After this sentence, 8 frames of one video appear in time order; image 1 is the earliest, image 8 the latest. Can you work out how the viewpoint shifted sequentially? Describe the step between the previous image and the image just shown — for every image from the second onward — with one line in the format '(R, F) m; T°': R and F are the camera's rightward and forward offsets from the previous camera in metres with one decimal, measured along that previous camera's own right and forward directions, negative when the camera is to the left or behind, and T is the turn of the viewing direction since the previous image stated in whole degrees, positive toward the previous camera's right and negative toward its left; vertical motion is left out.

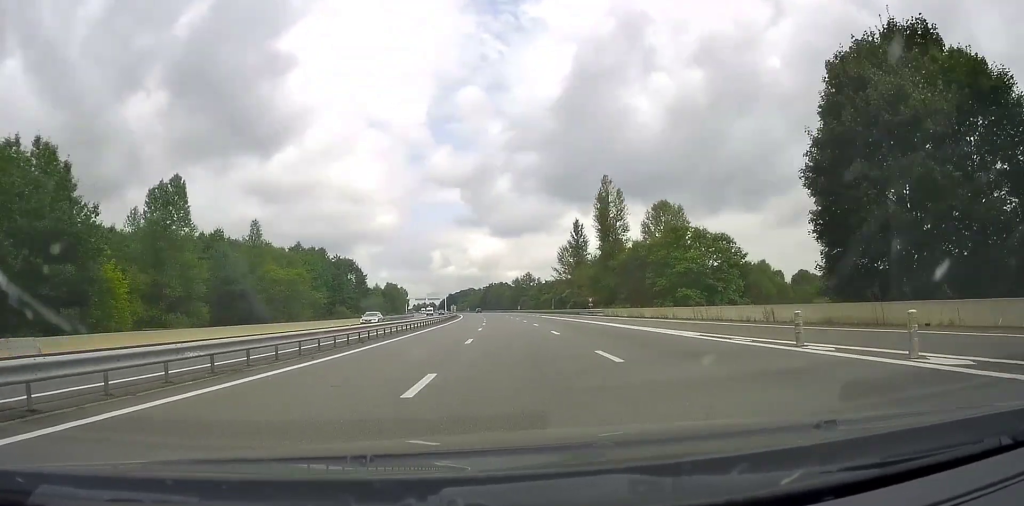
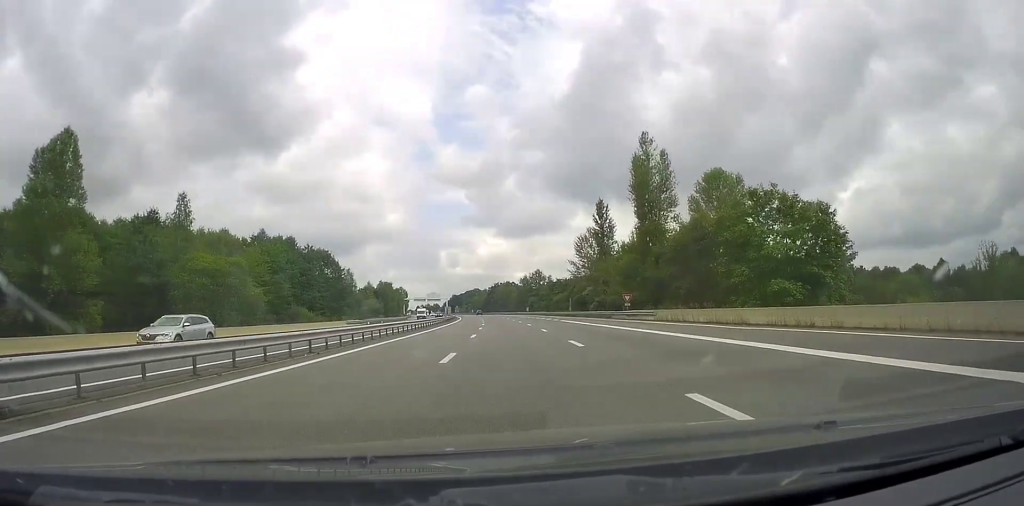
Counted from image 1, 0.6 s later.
(-0.1, +20.6) m; -1°
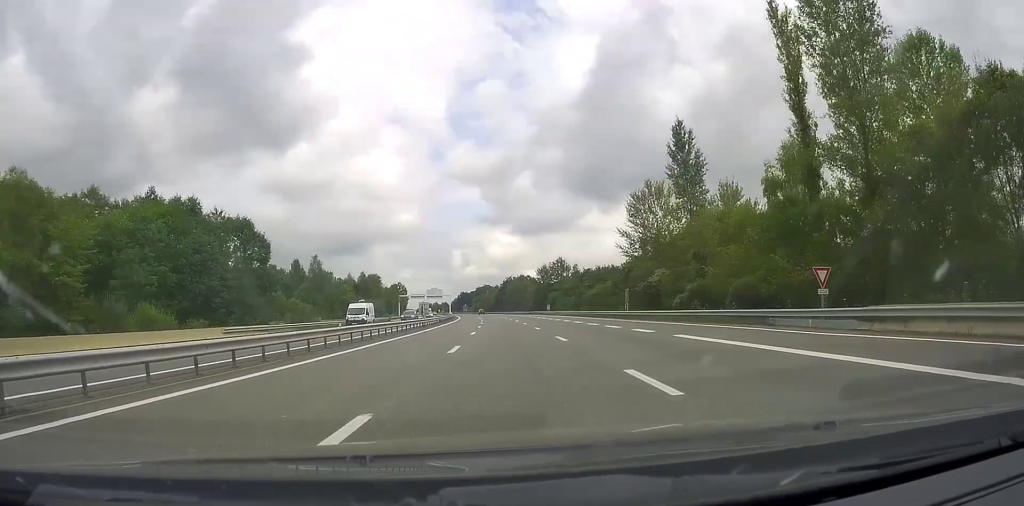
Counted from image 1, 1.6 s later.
(-0.7, +35.6) m; -1°
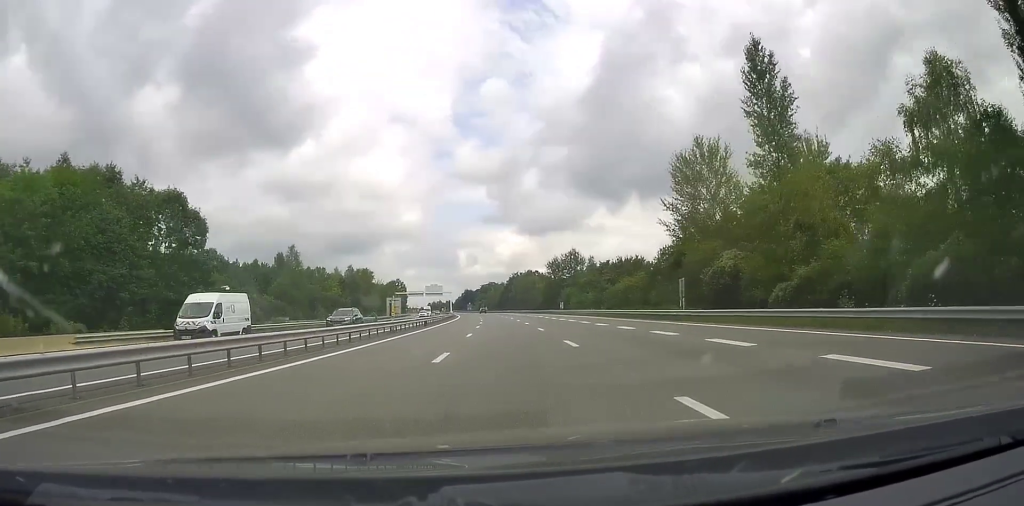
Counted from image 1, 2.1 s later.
(0.0, +16.2) m; -1°
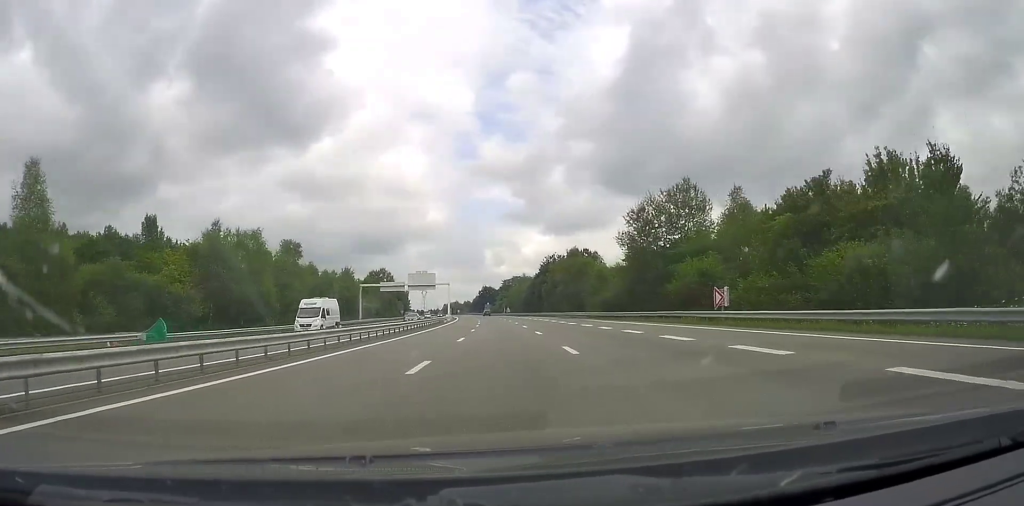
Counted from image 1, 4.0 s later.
(-1.4, +67.0) m; -3°
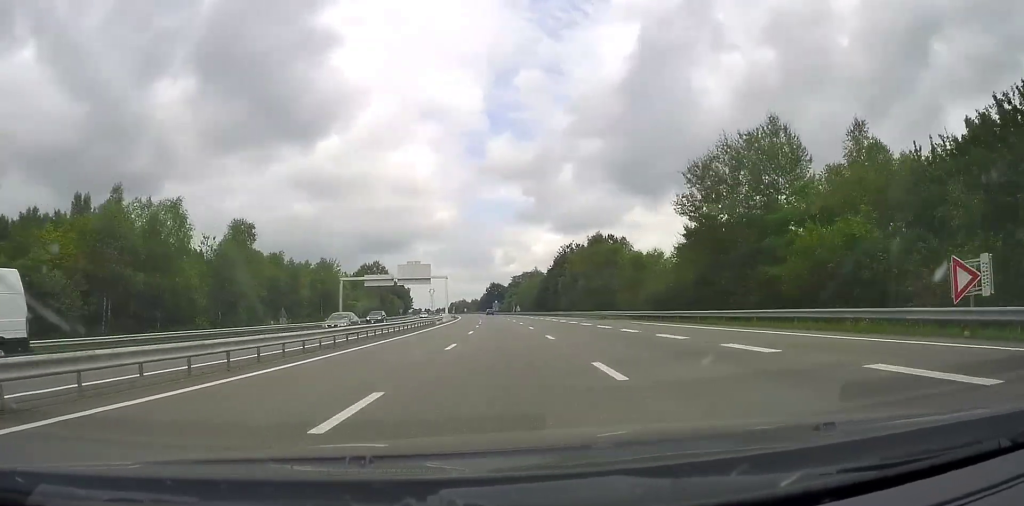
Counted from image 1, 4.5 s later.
(+0.2, +18.8) m; -1°
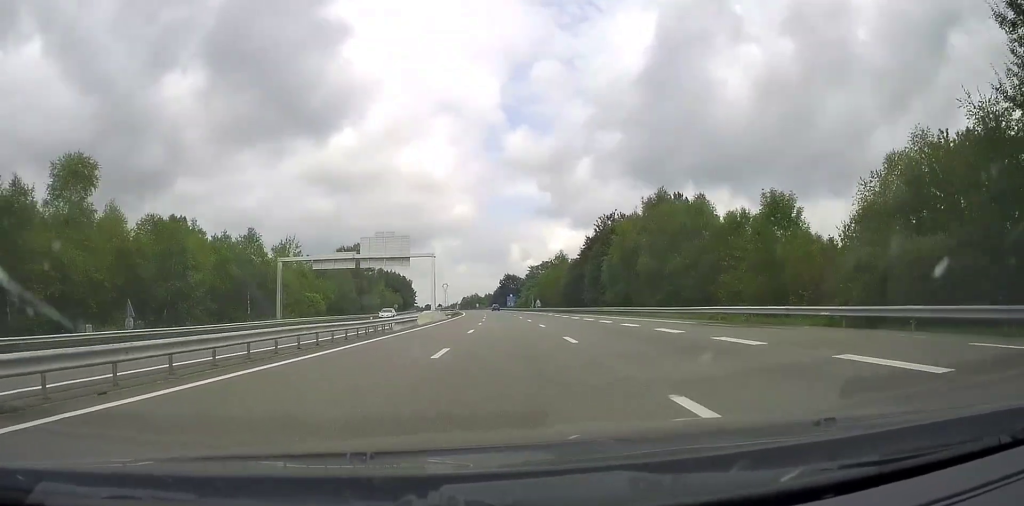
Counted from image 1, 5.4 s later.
(-1.0, +31.0) m; -1°
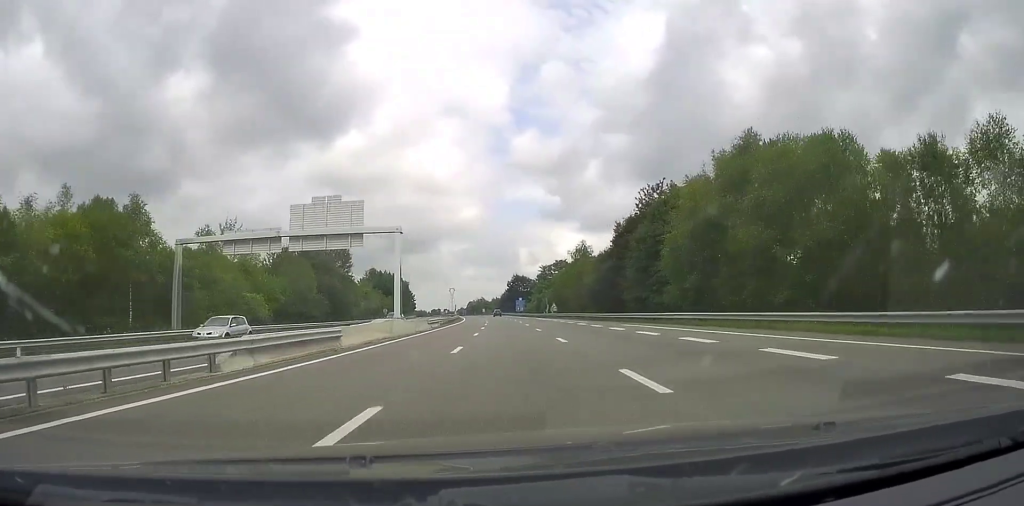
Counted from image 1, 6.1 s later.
(0.0, +22.2) m; 0°
